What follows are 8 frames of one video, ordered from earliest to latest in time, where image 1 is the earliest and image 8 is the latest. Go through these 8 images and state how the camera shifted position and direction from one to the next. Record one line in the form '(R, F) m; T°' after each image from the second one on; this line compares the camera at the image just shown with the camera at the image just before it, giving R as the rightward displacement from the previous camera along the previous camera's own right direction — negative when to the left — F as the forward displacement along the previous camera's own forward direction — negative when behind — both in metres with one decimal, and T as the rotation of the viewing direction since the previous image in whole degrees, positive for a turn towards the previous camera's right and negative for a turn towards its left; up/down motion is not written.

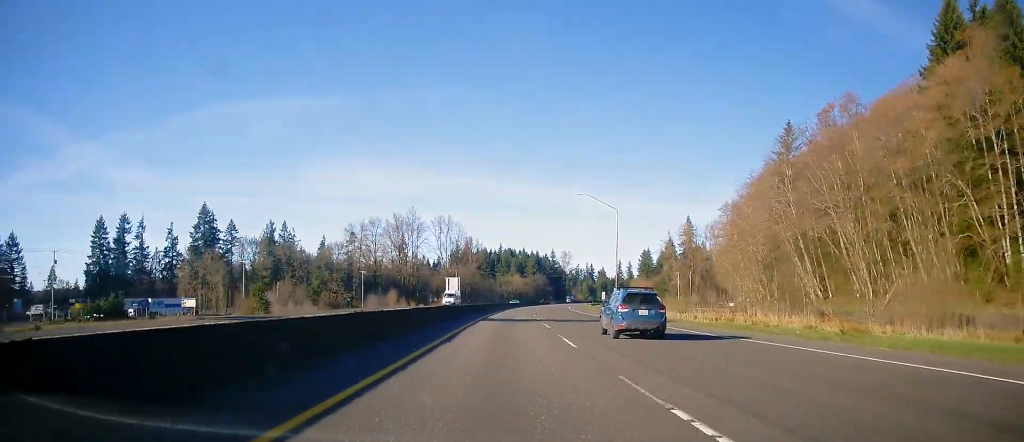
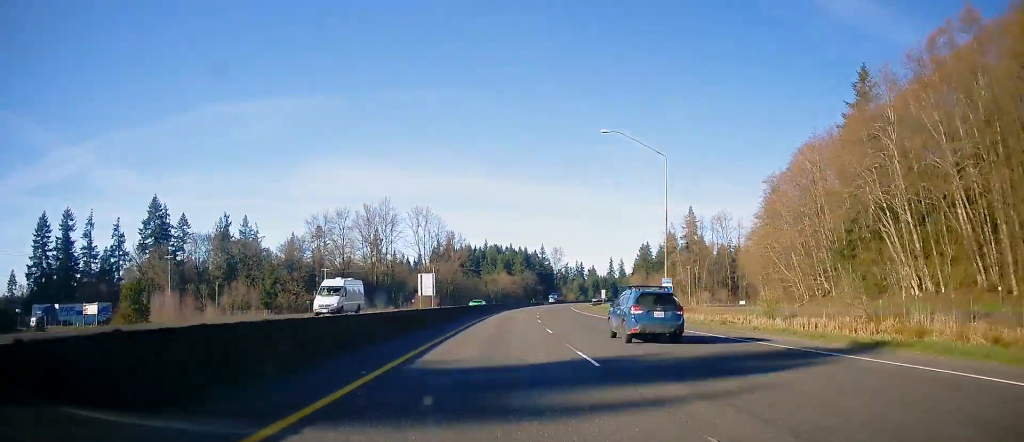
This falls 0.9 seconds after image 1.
(+0.1, +28.9) m; +1°
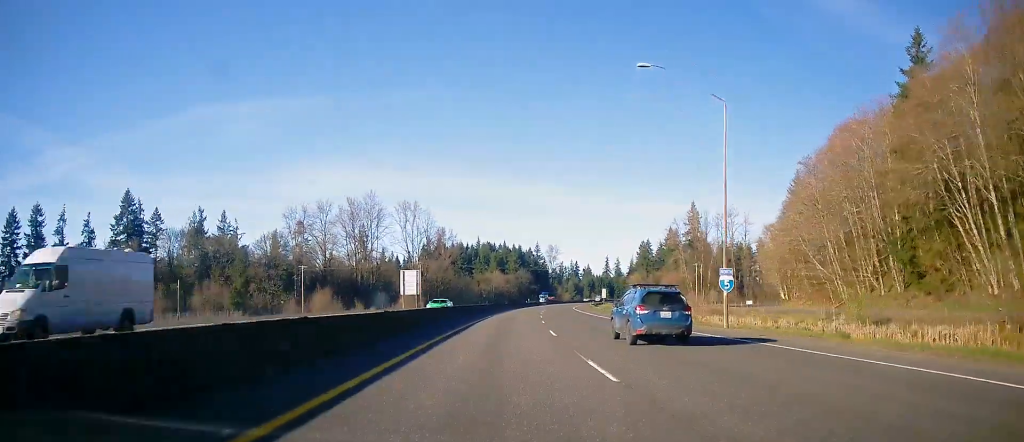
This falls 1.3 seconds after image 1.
(+0.2, +14.5) m; +1°
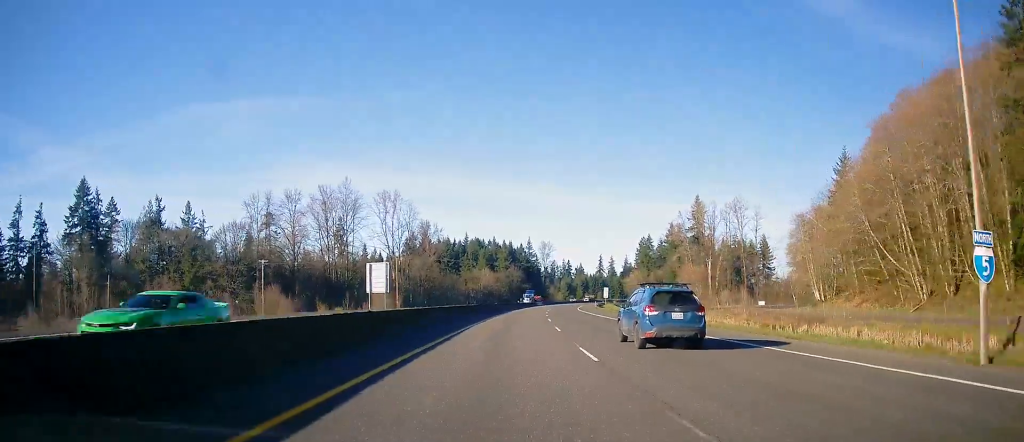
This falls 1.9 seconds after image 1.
(+0.2, +21.3) m; +1°
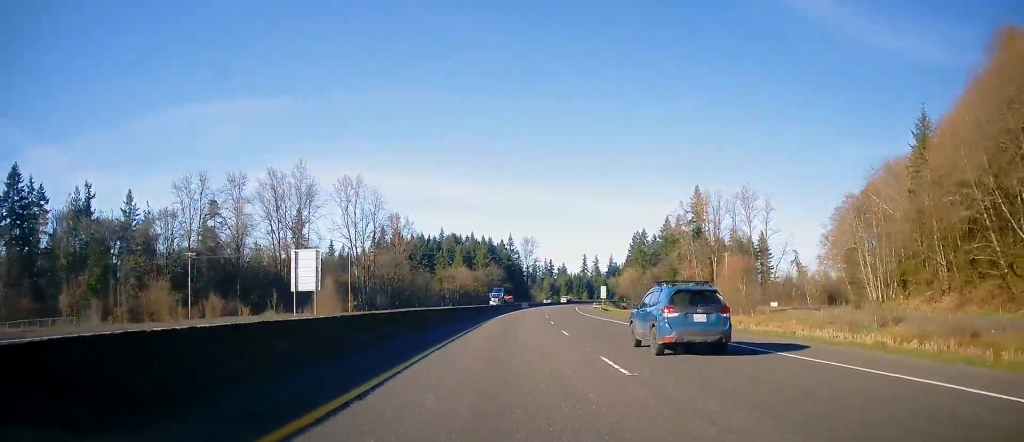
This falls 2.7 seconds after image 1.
(+0.4, +26.9) m; +1°
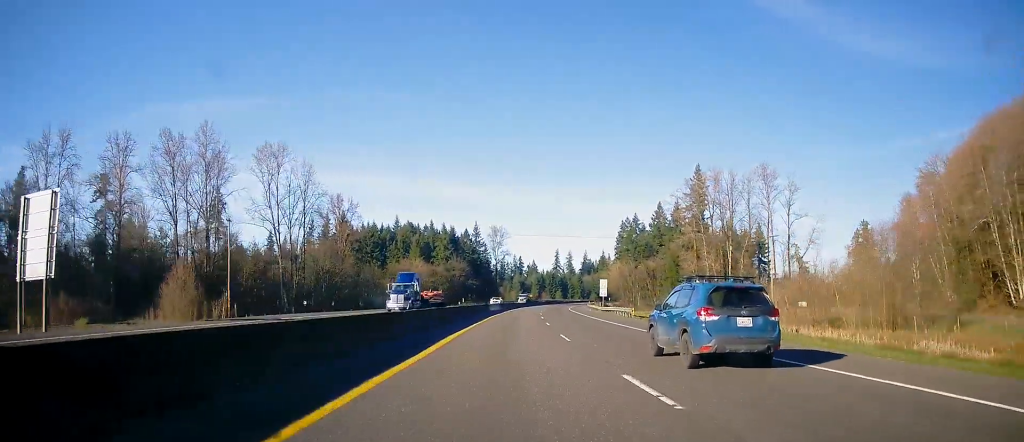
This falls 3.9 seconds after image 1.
(+0.5, +39.6) m; +2°
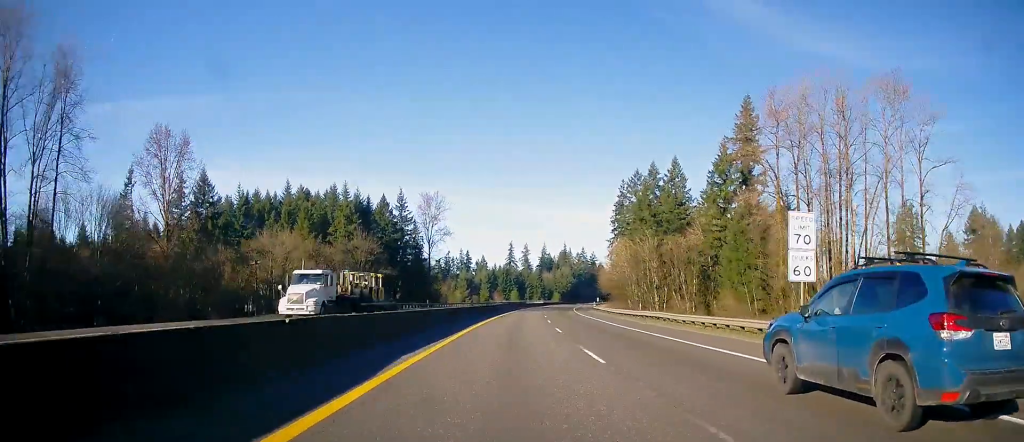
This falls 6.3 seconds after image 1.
(+4.5, +79.3) m; +6°
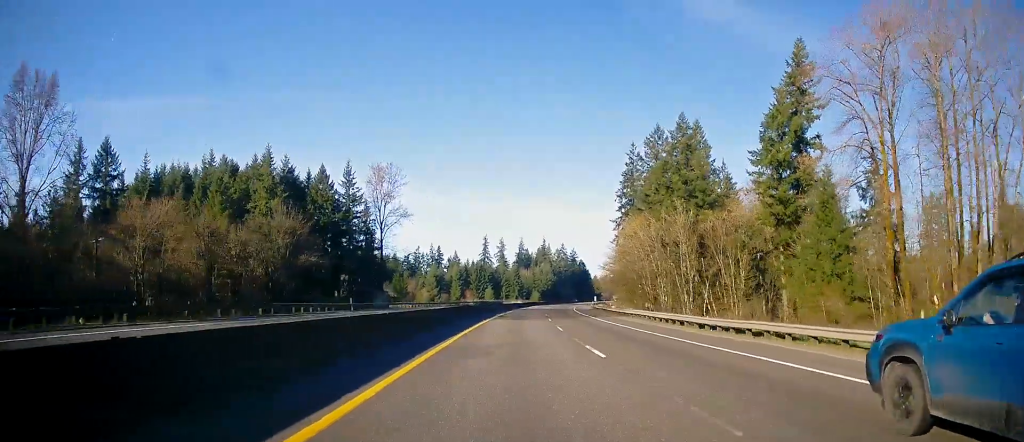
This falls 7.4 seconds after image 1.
(+0.6, +35.4) m; +2°
